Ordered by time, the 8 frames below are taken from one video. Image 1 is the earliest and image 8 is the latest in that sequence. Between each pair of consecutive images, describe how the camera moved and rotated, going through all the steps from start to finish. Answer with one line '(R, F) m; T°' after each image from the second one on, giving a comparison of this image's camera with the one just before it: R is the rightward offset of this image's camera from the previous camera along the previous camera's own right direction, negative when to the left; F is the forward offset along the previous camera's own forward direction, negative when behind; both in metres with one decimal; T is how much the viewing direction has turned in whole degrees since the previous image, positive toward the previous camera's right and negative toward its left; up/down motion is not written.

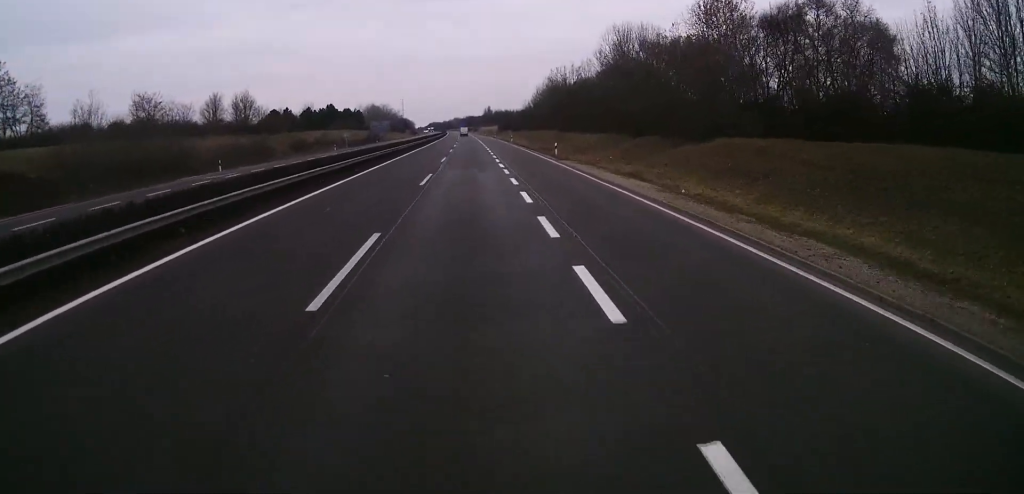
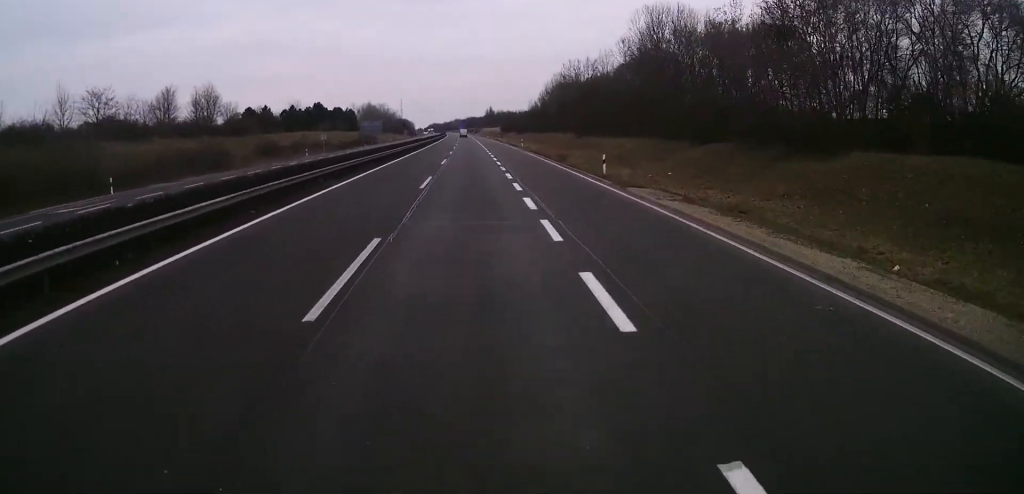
(+0.2, +18.4) m; 0°
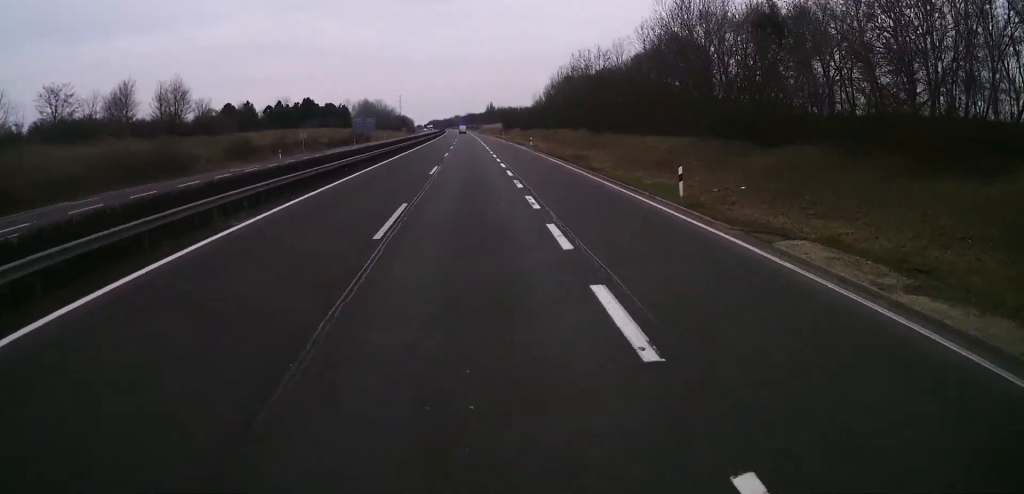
(0.0, +12.3) m; 0°
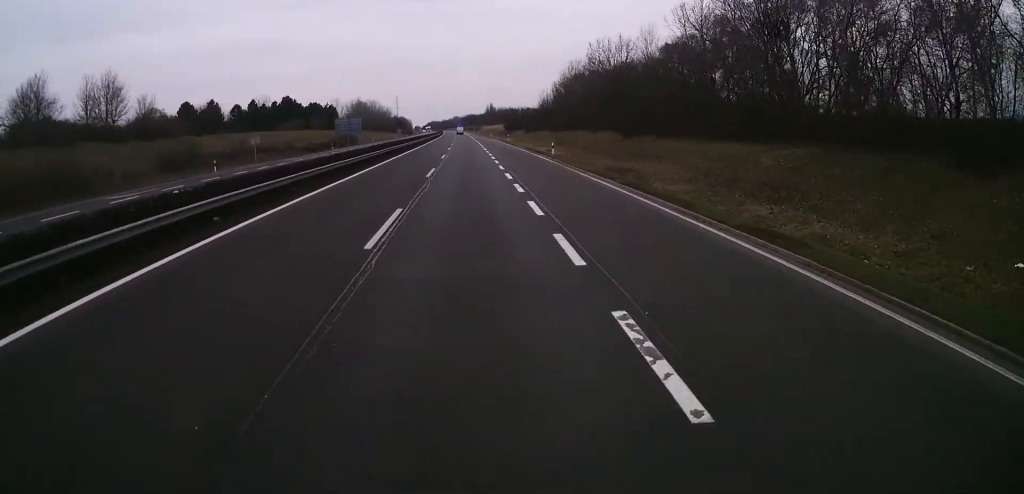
(-0.1, +19.2) m; 0°
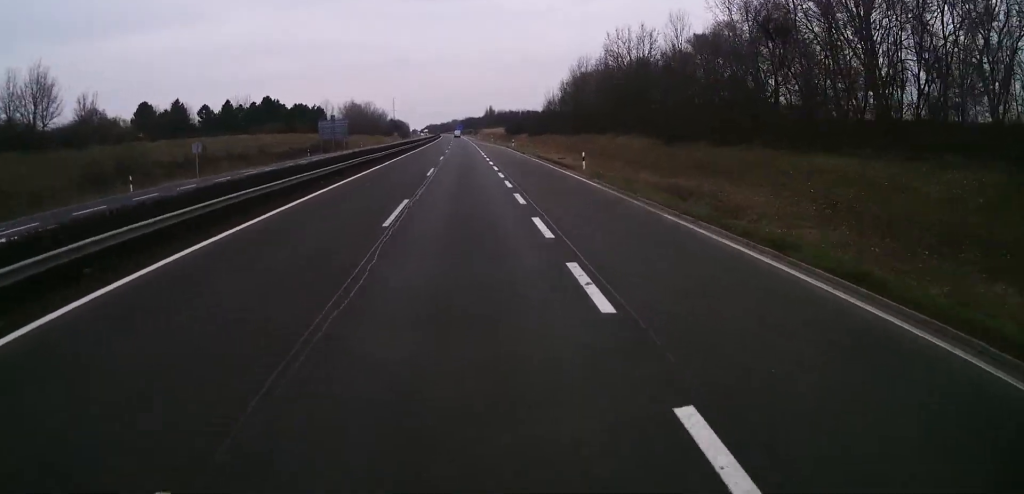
(0.0, +14.6) m; 0°
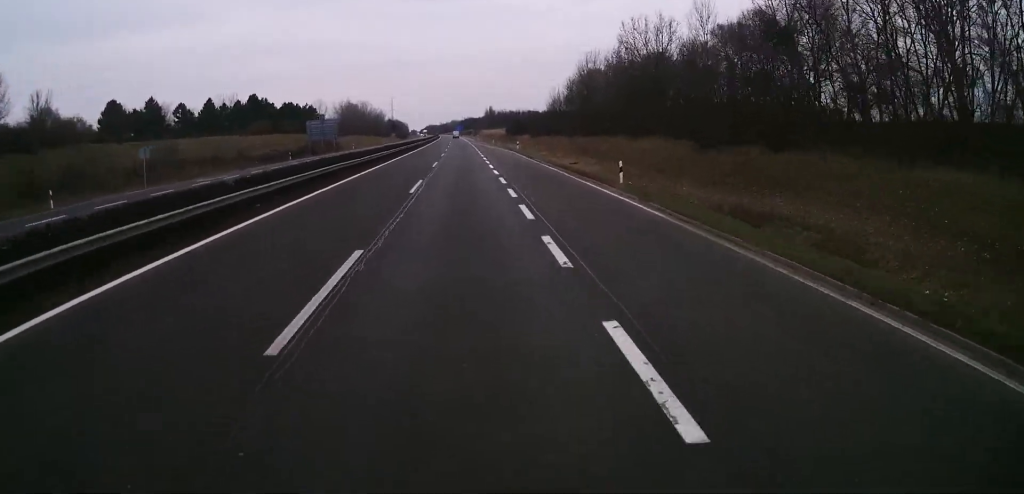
(0.0, +9.2) m; 0°
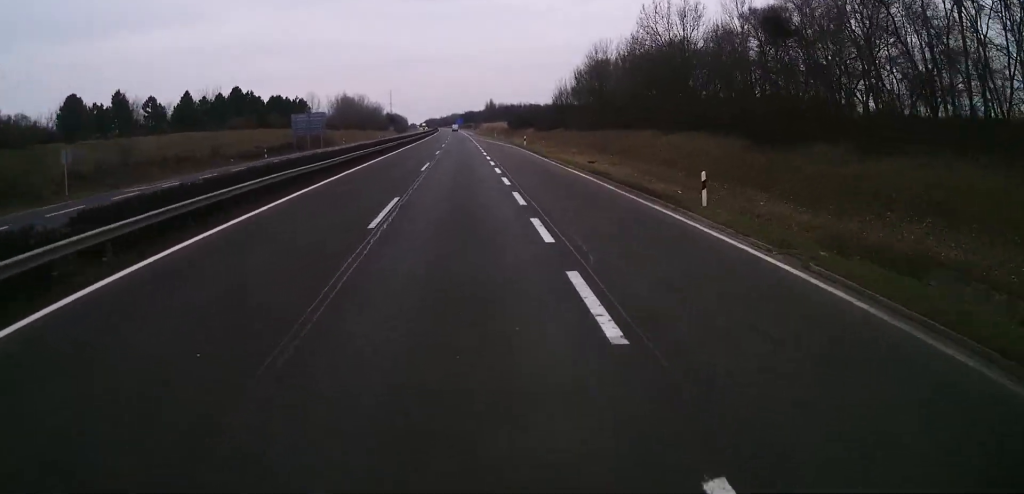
(+0.1, +9.9) m; 0°
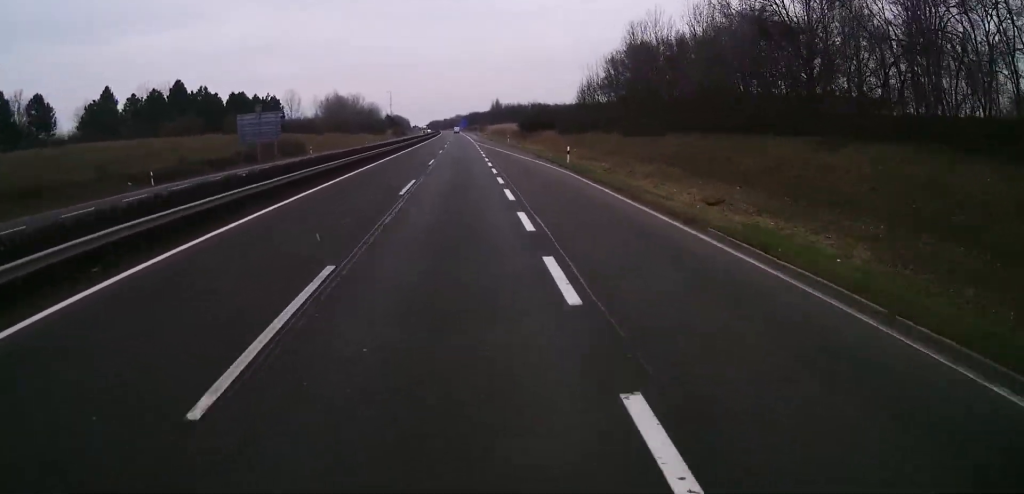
(-0.1, +27.5) m; -1°
